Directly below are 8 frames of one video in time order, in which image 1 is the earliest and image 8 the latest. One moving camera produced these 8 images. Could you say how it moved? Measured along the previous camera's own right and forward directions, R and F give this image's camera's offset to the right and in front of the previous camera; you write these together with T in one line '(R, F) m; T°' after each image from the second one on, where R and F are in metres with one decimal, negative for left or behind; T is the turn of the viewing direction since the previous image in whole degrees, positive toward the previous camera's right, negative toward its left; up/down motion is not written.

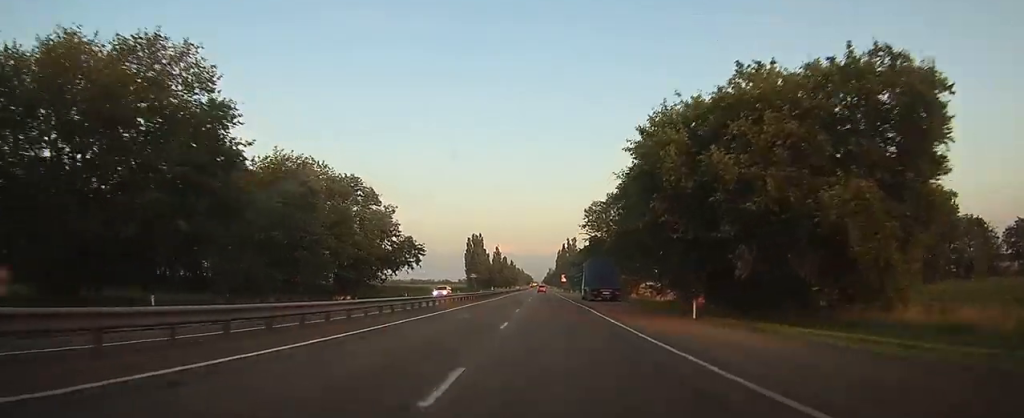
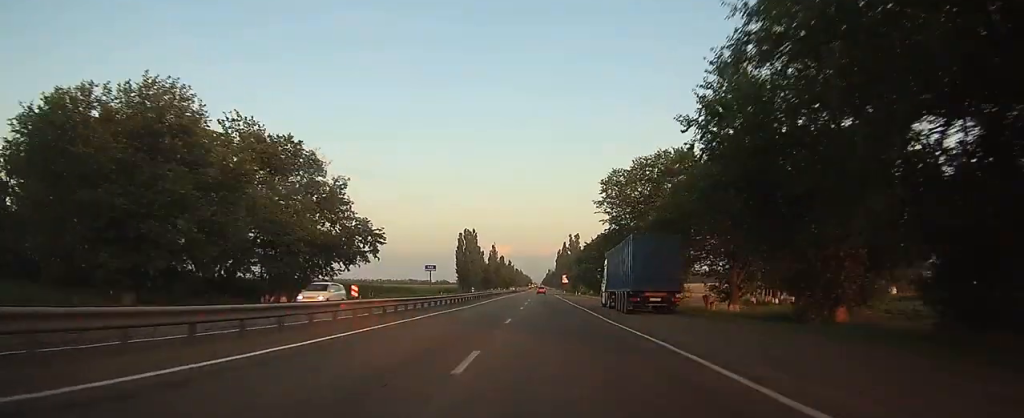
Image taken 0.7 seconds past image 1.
(0.0, +21.1) m; 0°
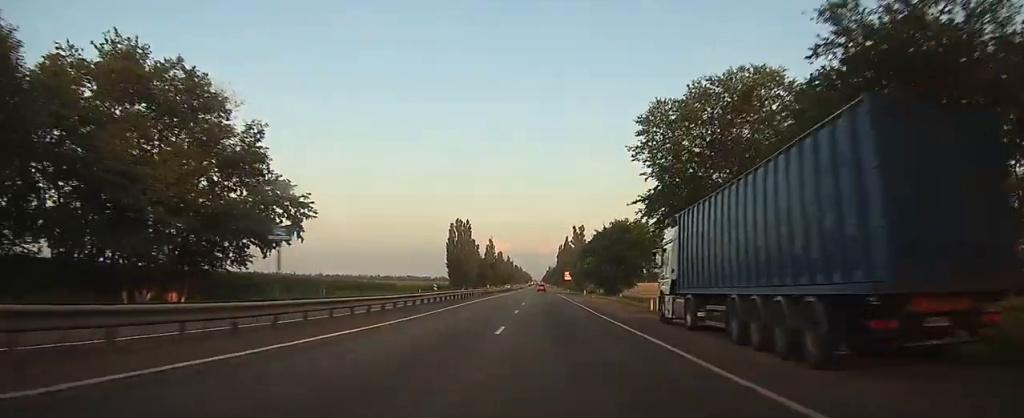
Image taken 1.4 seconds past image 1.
(0.0, +20.2) m; 0°
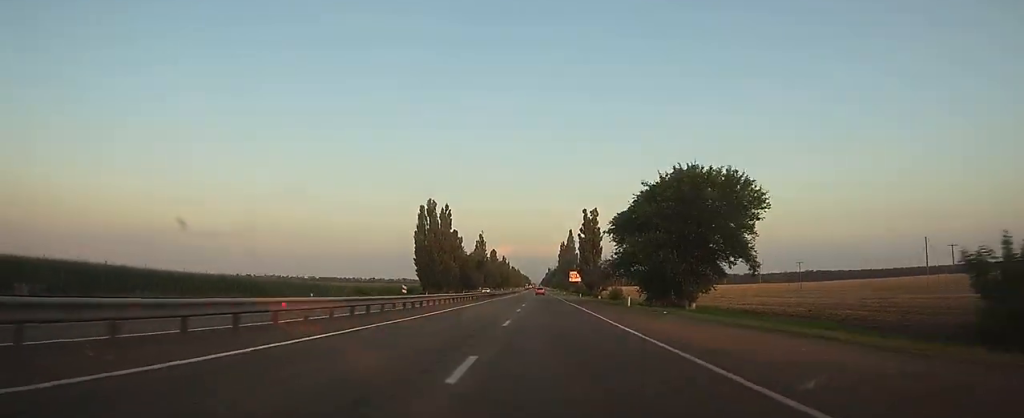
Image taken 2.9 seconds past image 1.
(-0.1, +43.6) m; 0°
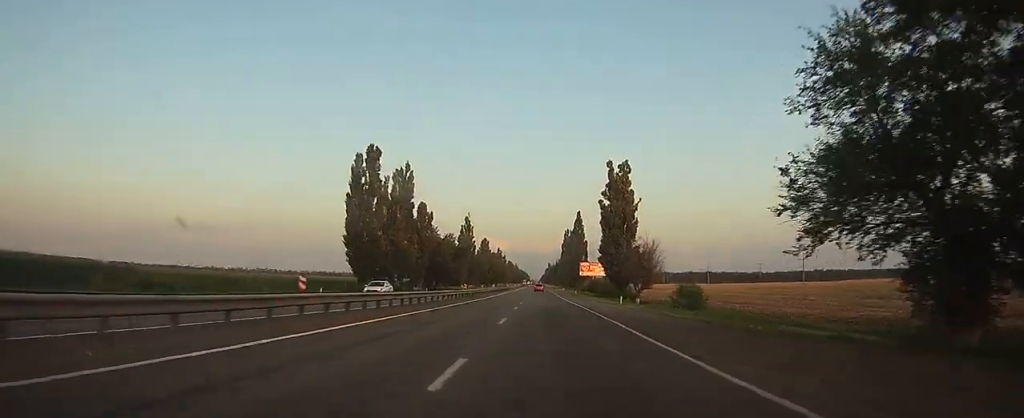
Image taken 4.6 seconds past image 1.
(0.0, +47.8) m; 0°
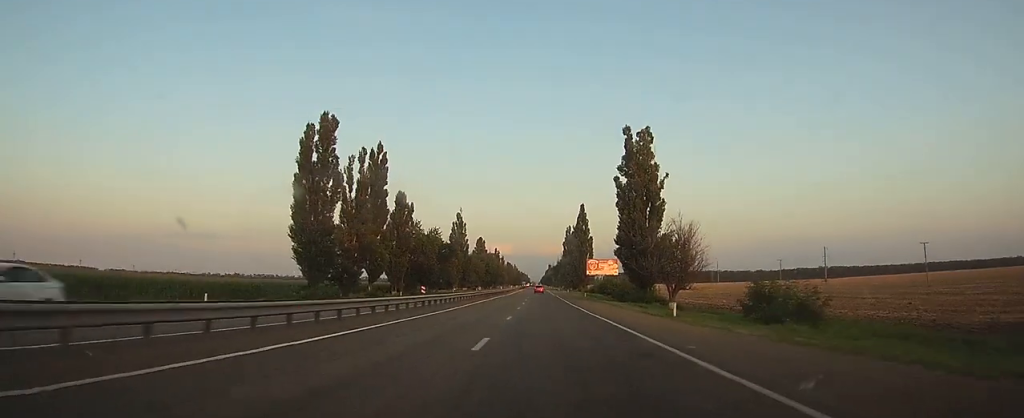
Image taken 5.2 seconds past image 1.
(+0.1, +18.6) m; 0°
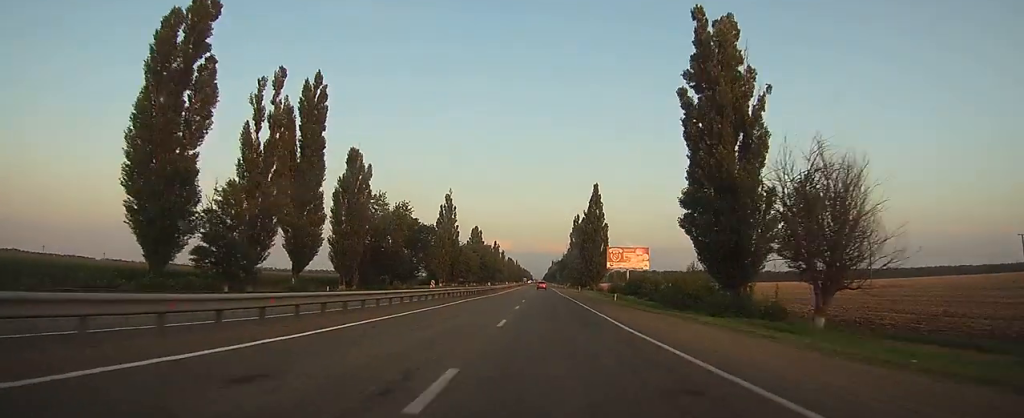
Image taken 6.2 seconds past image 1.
(0.0, +29.5) m; 0°
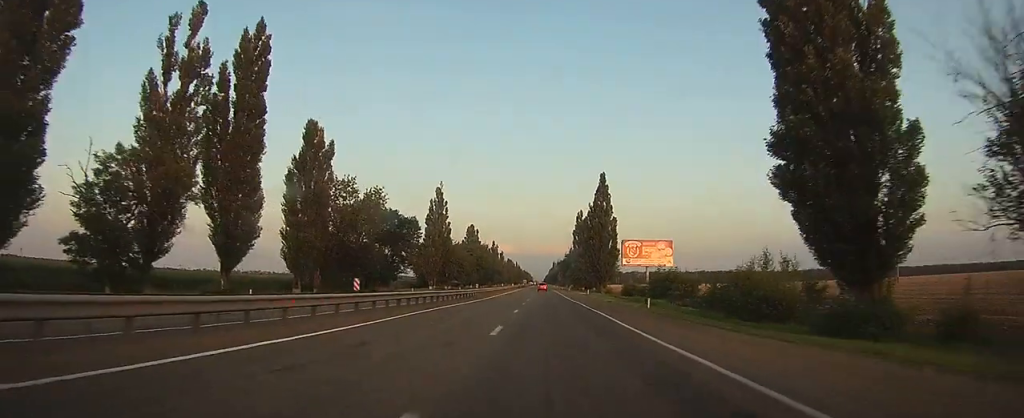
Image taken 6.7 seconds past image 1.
(0.0, +14.8) m; 0°
